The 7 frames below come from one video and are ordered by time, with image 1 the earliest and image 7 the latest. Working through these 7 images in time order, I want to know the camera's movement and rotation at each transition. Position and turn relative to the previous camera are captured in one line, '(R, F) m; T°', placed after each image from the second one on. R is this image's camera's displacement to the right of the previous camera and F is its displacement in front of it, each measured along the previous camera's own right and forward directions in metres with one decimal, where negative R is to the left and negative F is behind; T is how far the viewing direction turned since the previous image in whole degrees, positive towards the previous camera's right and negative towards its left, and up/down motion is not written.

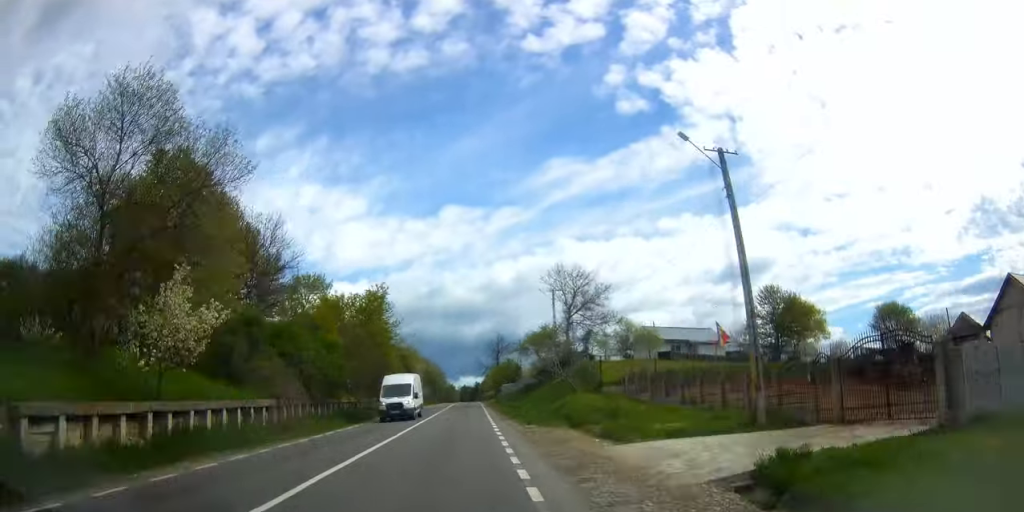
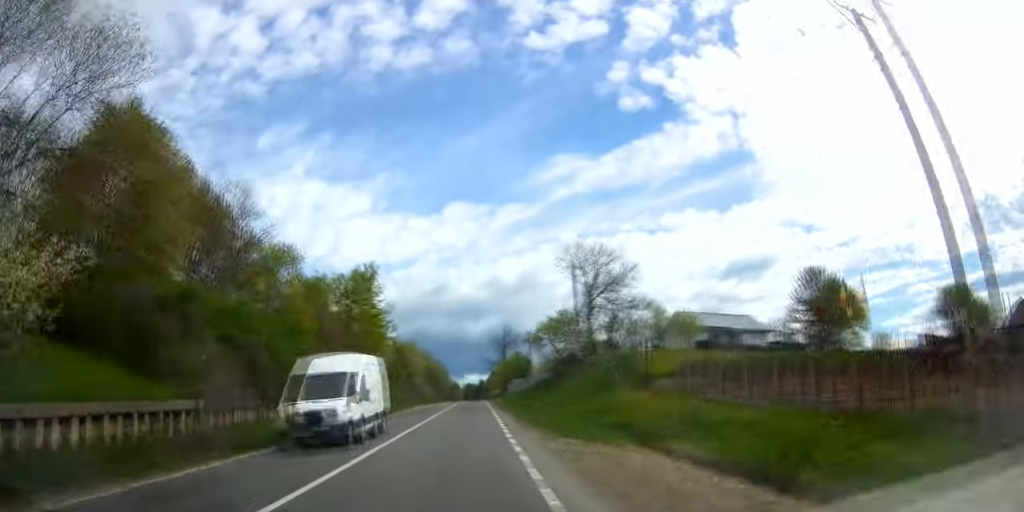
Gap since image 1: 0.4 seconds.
(+0.1, +9.1) m; 0°
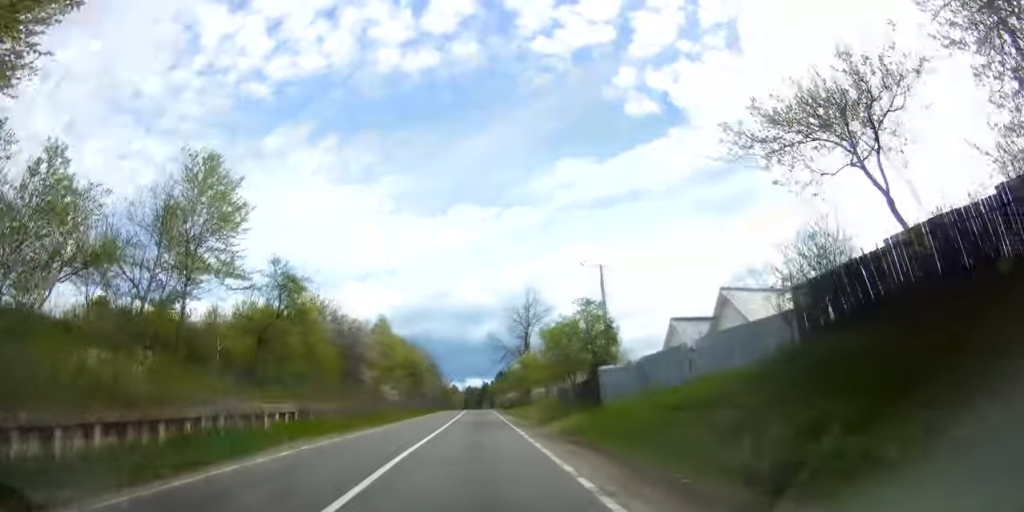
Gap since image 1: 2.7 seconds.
(+0.7, +46.4) m; +1°
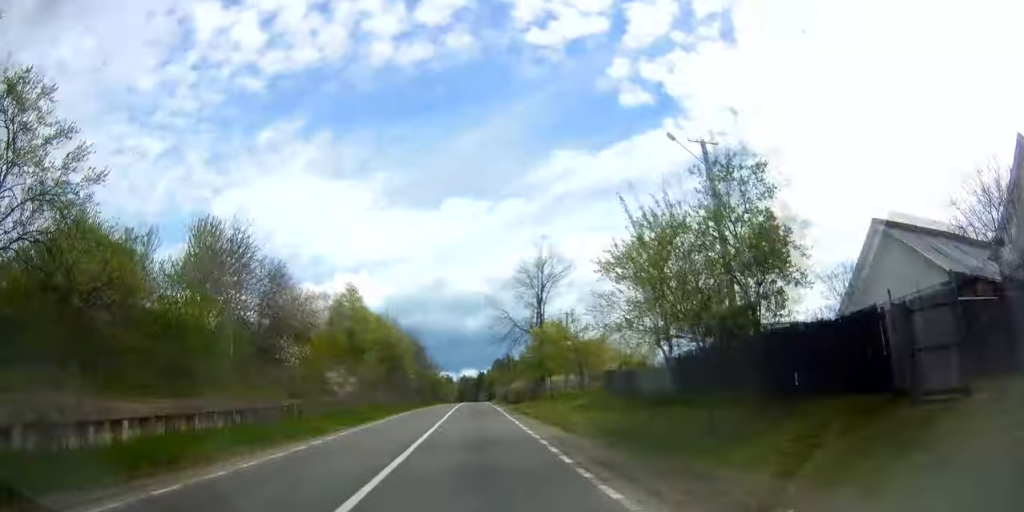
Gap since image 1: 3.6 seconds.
(-0.2, +19.1) m; -1°
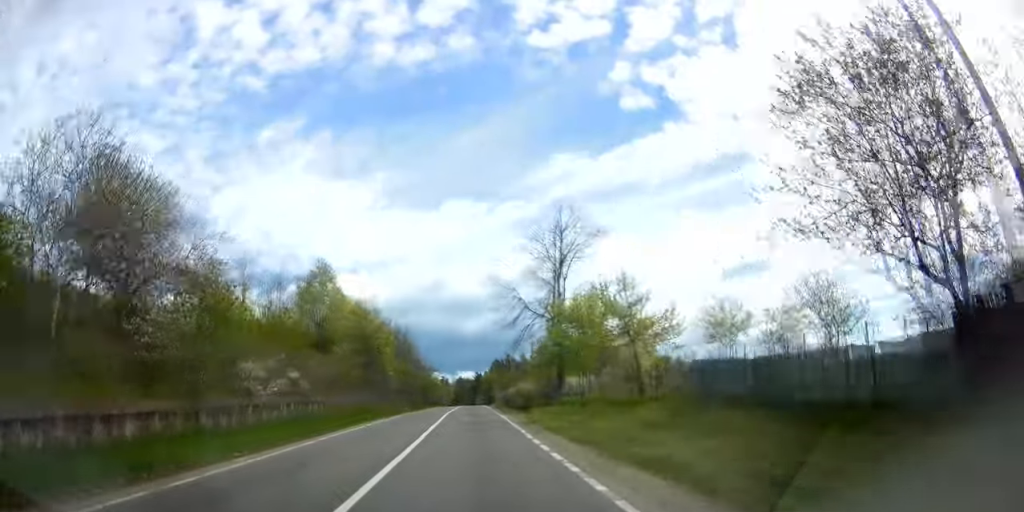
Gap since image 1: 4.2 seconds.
(-0.2, +12.6) m; 0°
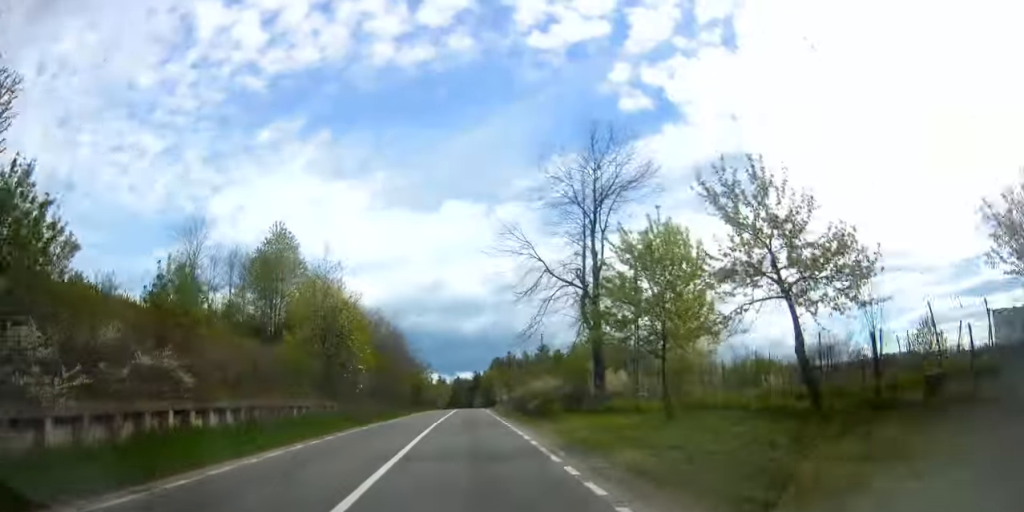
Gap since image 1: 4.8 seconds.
(0.0, +12.6) m; 0°
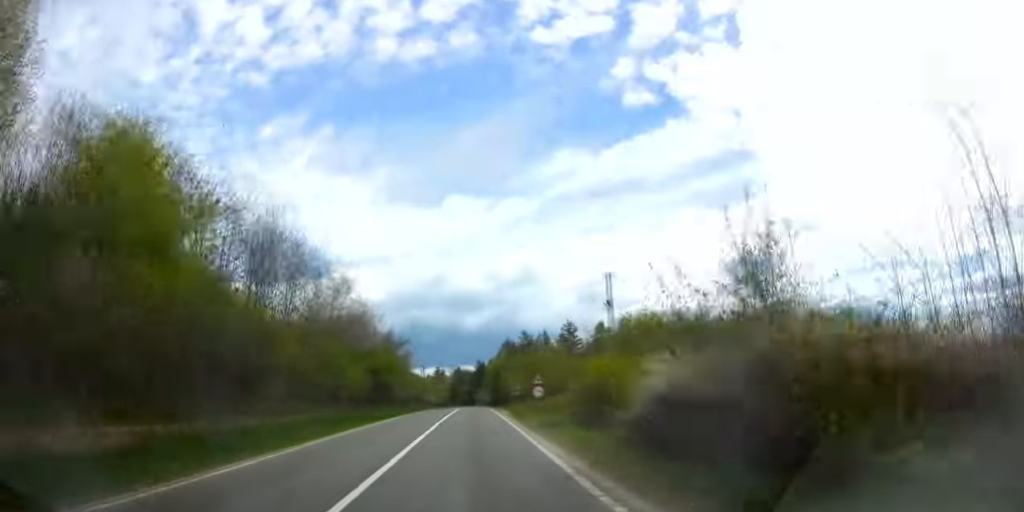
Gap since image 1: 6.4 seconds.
(0.0, +33.1) m; +1°
